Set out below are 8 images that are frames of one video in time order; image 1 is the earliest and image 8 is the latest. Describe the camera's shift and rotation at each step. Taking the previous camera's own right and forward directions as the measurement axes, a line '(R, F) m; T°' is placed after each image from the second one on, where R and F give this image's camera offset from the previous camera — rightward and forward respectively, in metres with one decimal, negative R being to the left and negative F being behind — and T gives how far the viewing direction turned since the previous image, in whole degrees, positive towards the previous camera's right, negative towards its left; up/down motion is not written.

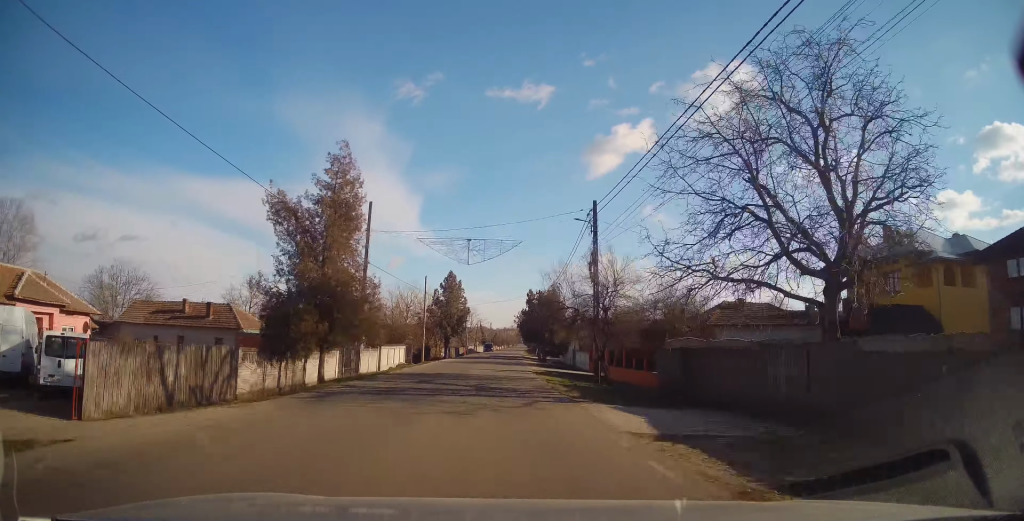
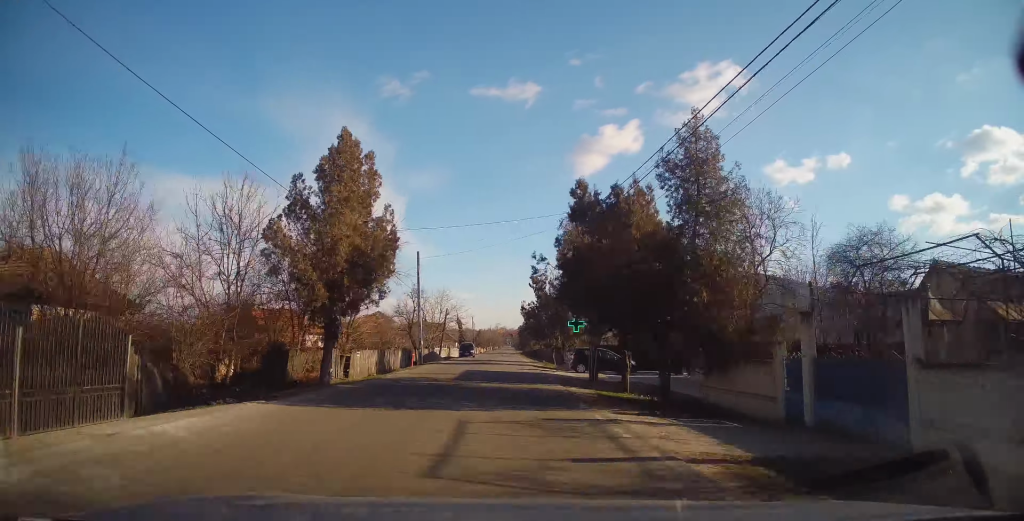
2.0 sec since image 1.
(+0.9, +39.0) m; +1°
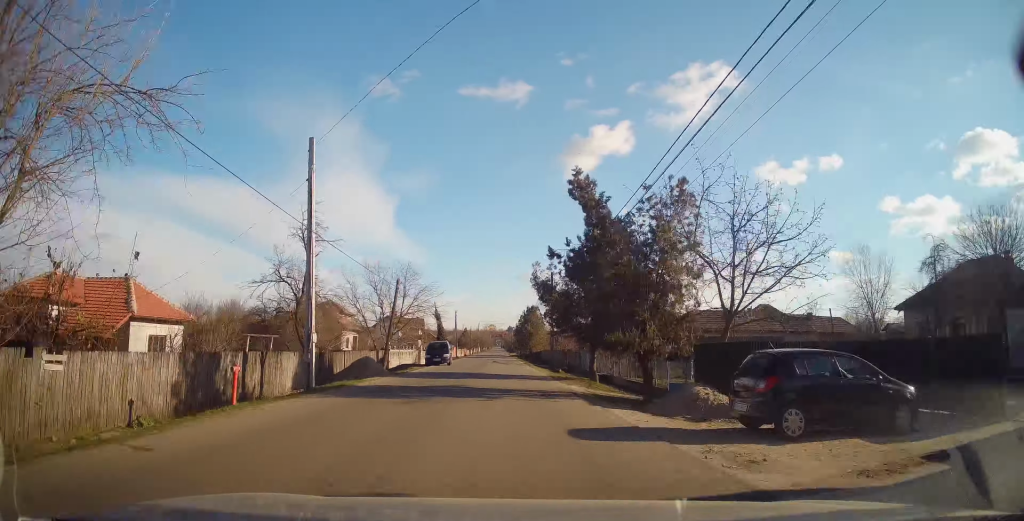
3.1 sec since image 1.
(-0.4, +22.5) m; +1°
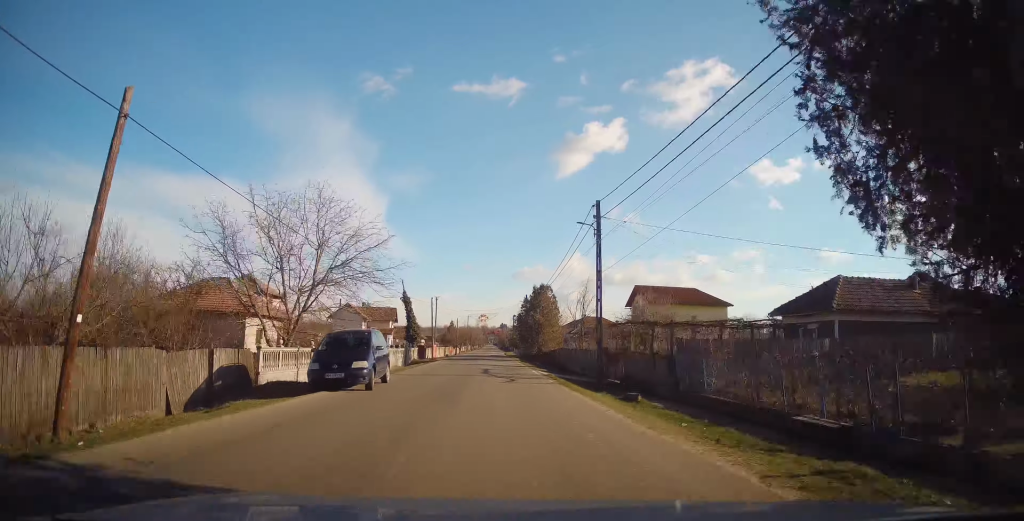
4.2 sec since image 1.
(+0.9, +22.8) m; +3°
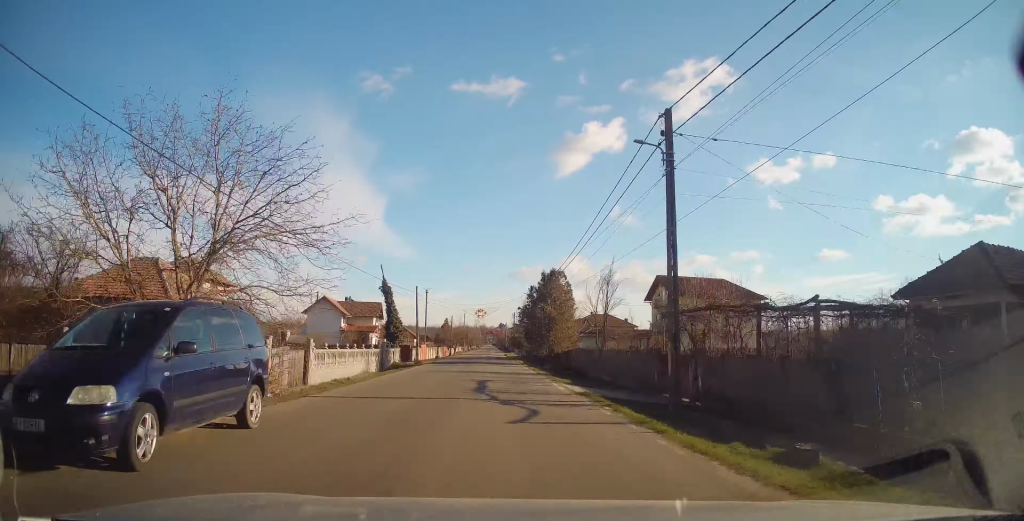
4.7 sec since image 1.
(+0.3, +10.1) m; 0°
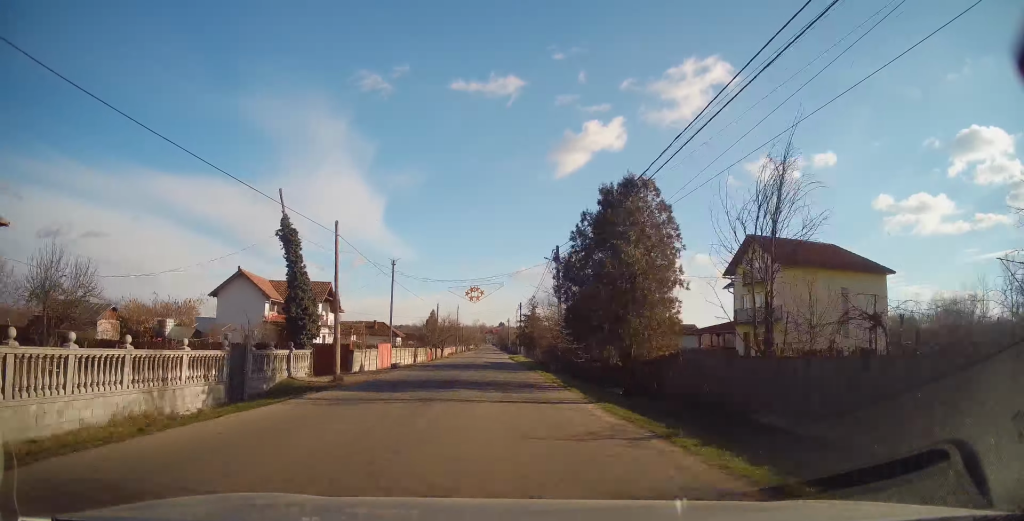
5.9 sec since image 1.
(-0.2, +22.3) m; -1°
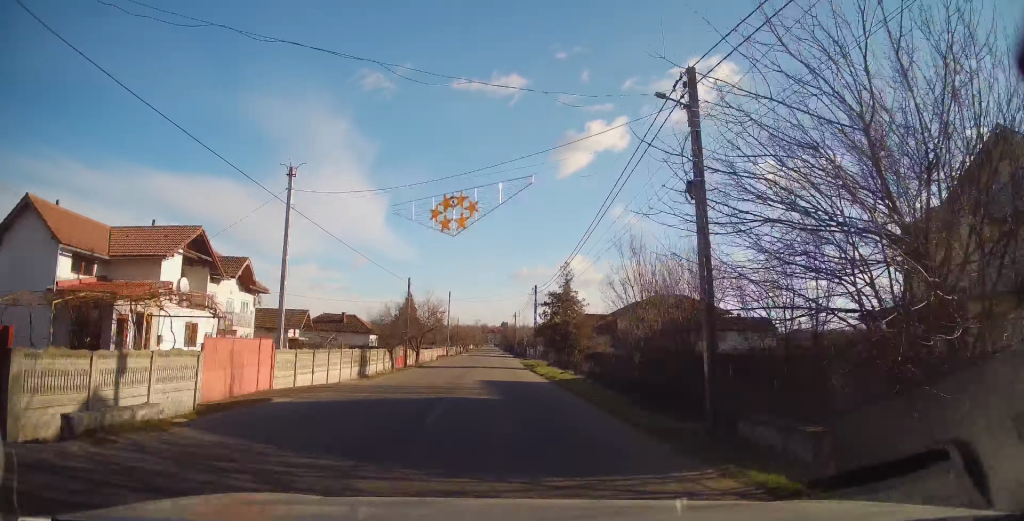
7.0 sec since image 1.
(-0.1, +23.2) m; 0°
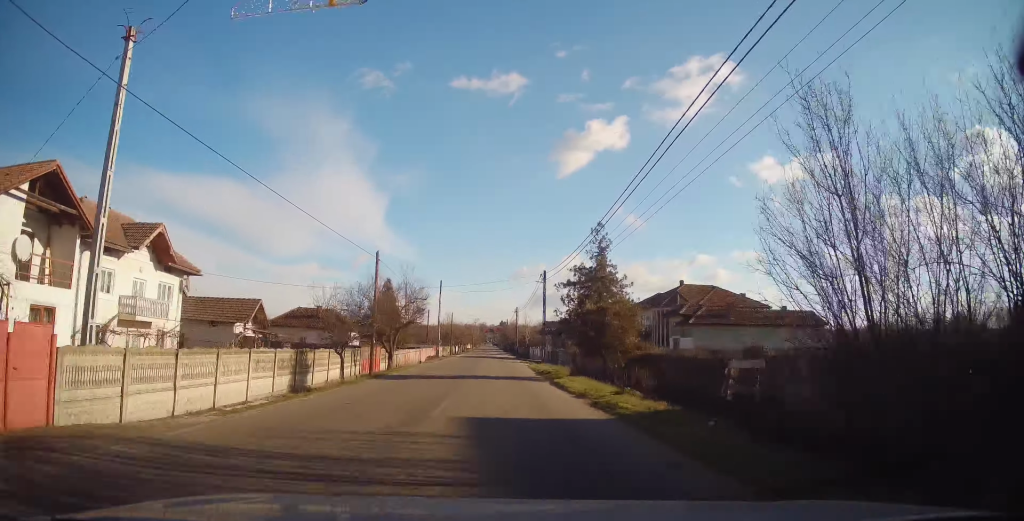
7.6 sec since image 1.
(0.0, +10.2) m; 0°
